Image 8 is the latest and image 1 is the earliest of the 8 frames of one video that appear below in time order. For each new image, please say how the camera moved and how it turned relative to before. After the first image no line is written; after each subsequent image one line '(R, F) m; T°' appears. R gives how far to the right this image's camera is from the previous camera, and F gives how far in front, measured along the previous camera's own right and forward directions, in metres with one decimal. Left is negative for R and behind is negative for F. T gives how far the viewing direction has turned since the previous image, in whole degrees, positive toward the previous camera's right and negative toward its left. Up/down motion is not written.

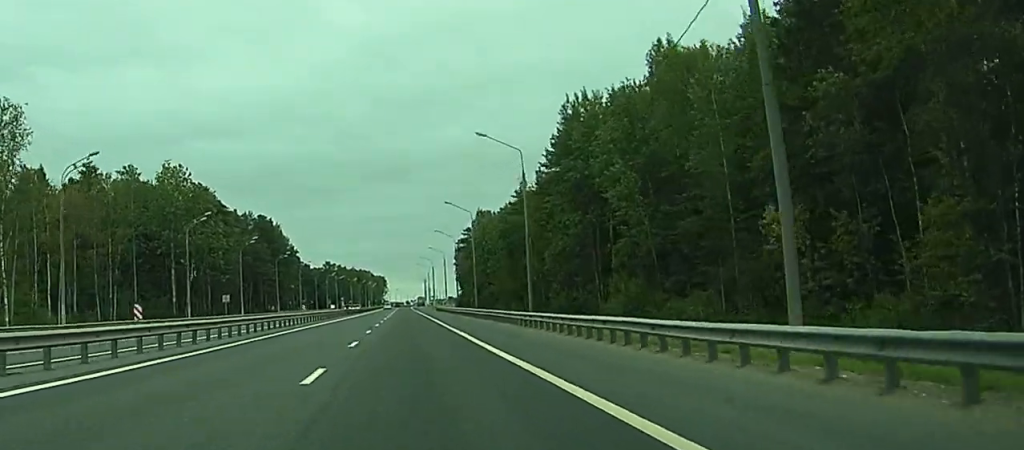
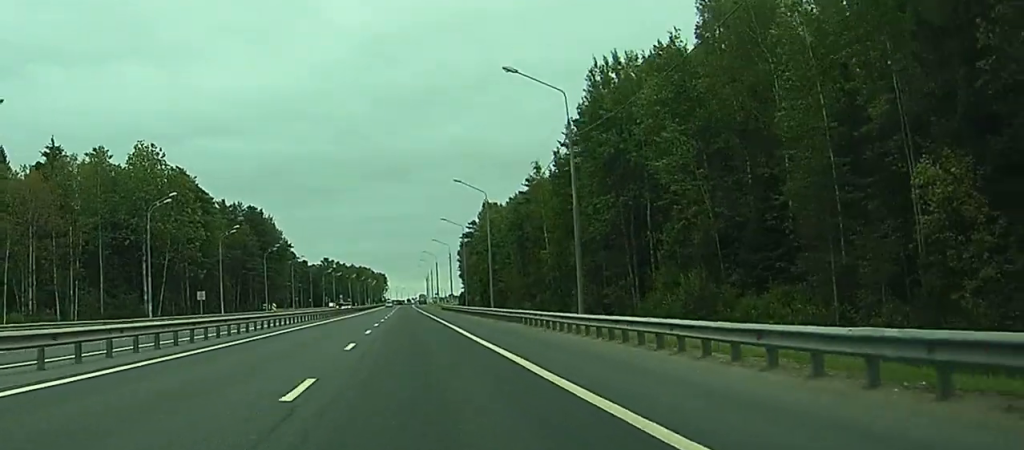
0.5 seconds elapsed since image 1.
(0.0, +14.3) m; 0°
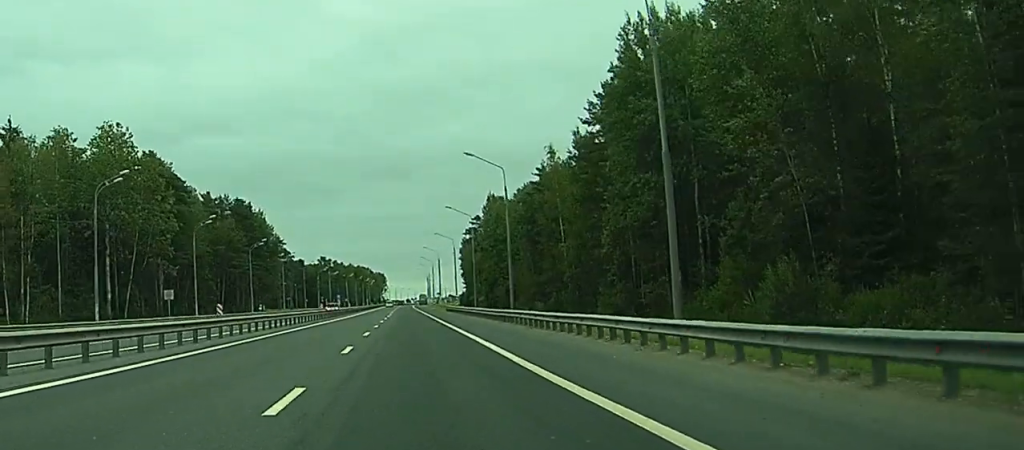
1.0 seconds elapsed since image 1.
(-0.1, +13.4) m; 0°
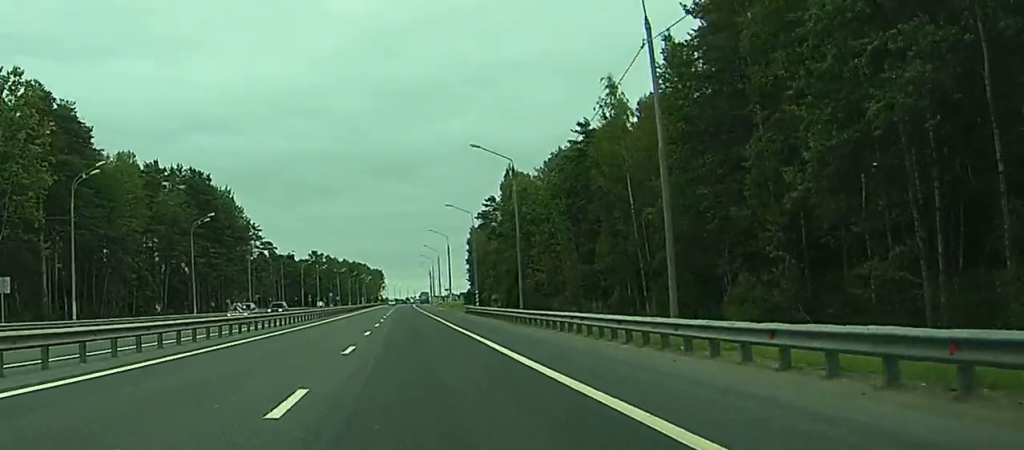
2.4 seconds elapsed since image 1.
(0.0, +35.9) m; 0°
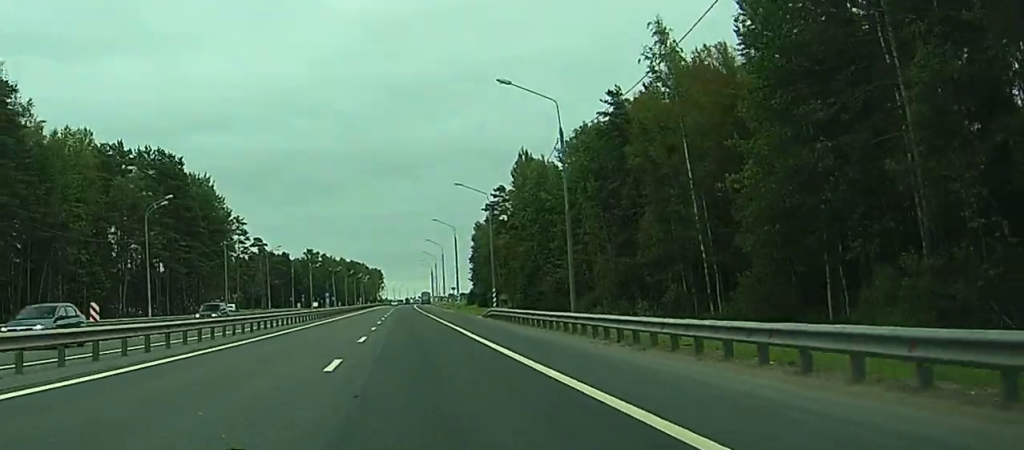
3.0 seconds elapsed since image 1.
(0.0, +17.0) m; 0°
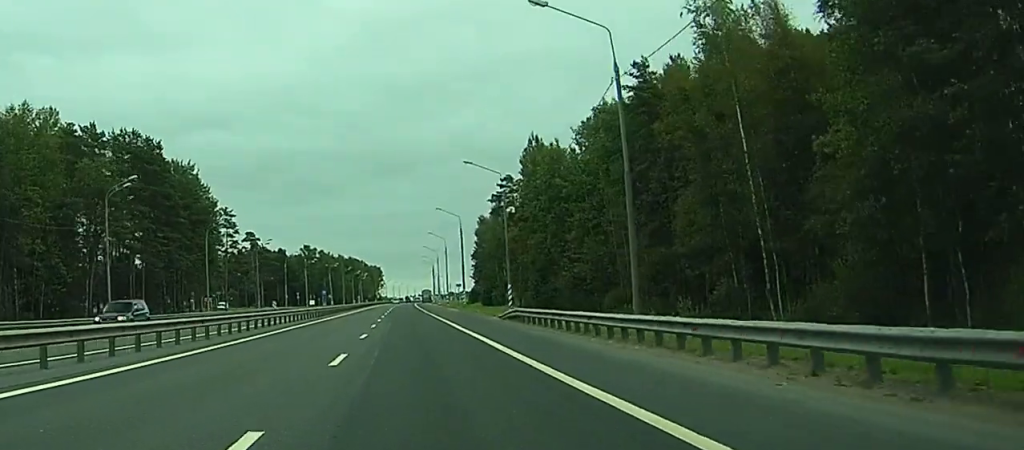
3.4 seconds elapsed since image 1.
(0.0, +10.8) m; 0°
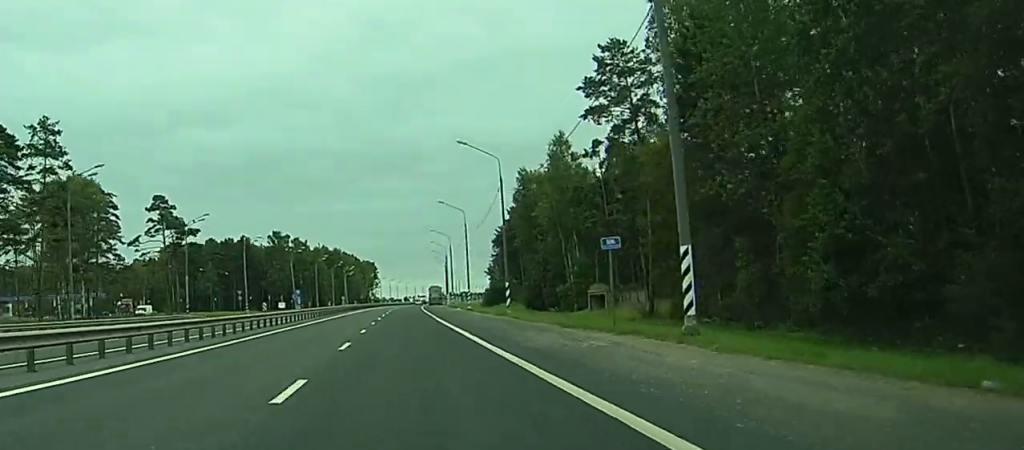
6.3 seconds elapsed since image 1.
(-0.4, +77.5) m; 0°
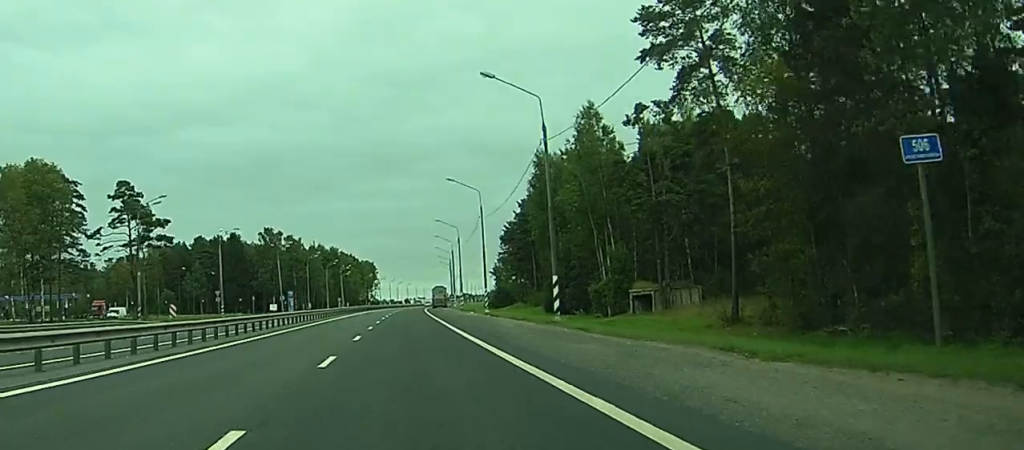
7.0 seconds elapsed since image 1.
(0.0, +17.6) m; 0°
